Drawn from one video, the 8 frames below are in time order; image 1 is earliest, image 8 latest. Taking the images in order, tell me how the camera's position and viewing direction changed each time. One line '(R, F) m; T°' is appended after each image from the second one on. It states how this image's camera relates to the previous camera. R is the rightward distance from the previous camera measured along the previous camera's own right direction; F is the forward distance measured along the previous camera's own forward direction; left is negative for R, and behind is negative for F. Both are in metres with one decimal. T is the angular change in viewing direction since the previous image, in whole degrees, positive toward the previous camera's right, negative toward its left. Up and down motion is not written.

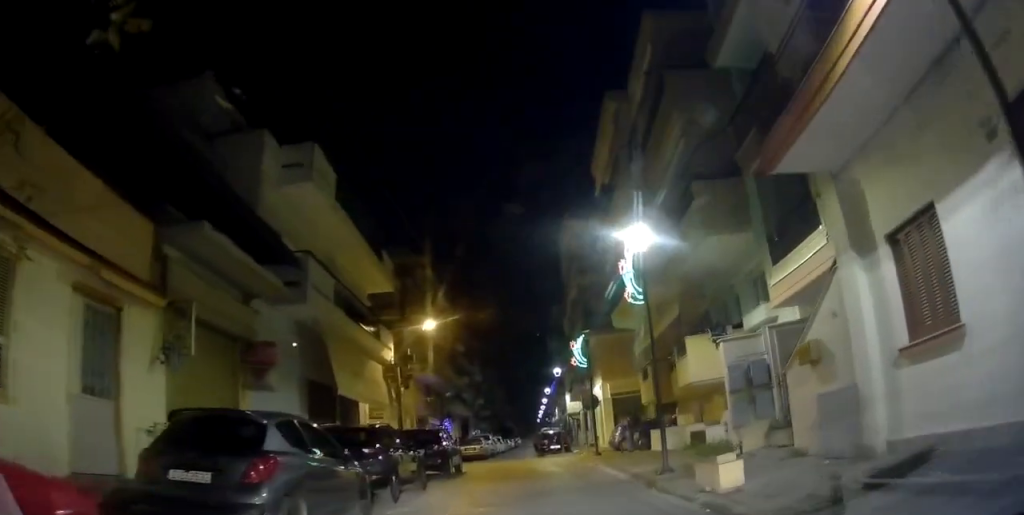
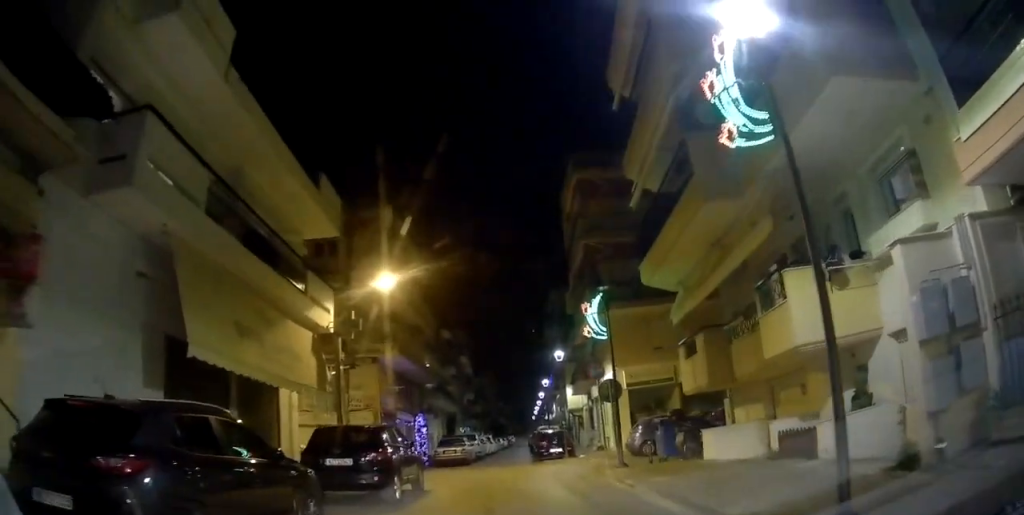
(+0.4, +6.5) m; +3°
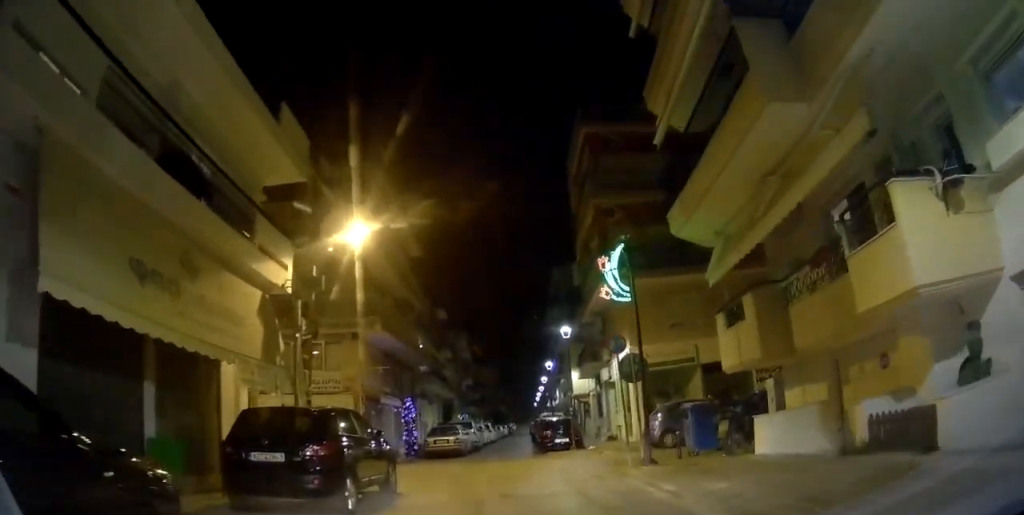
(0.0, +2.9) m; -1°
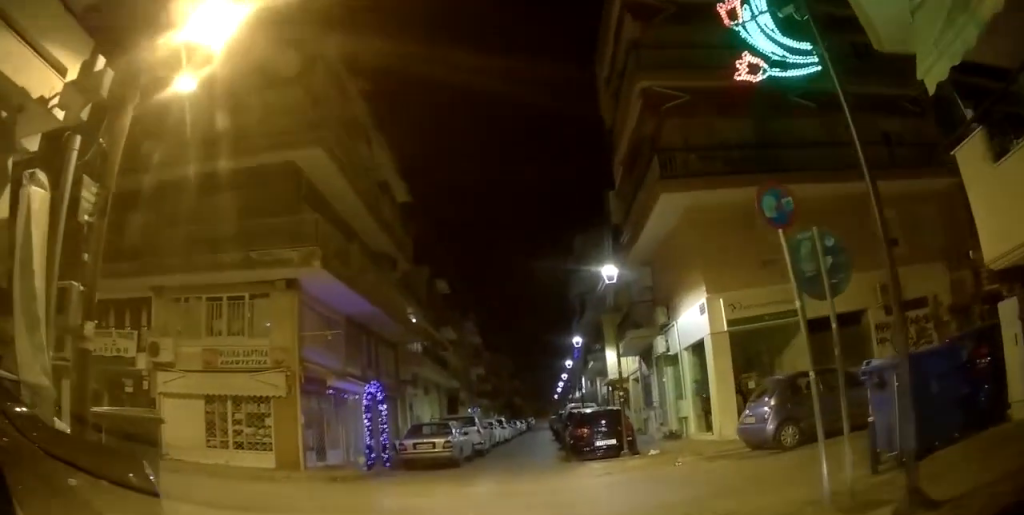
(+0.2, +7.5) m; +12°
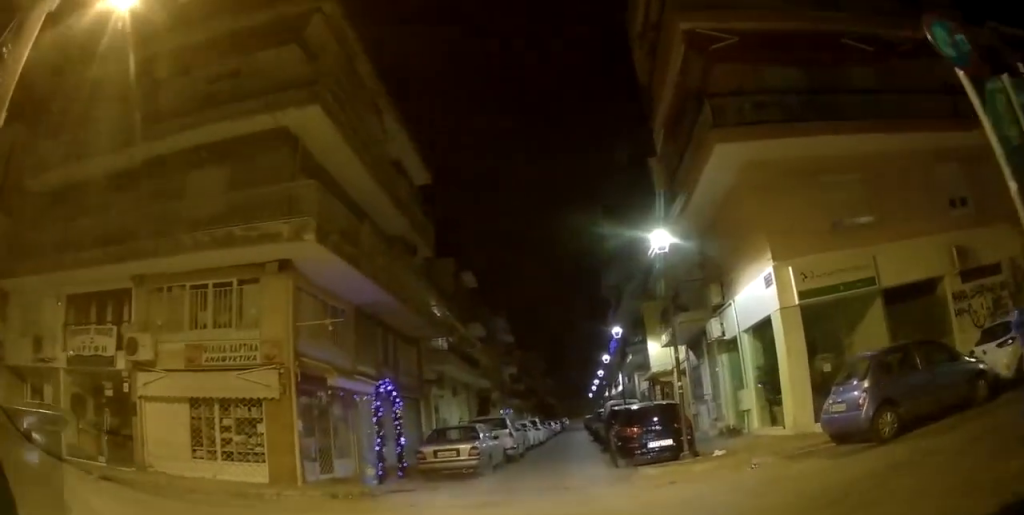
(+0.4, +2.6) m; -5°
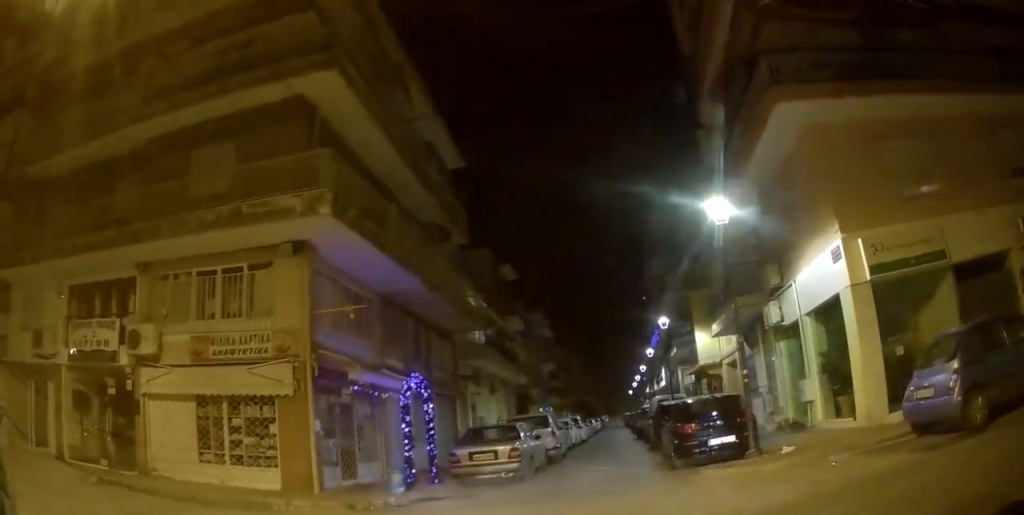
(-0.4, +1.3) m; -12°
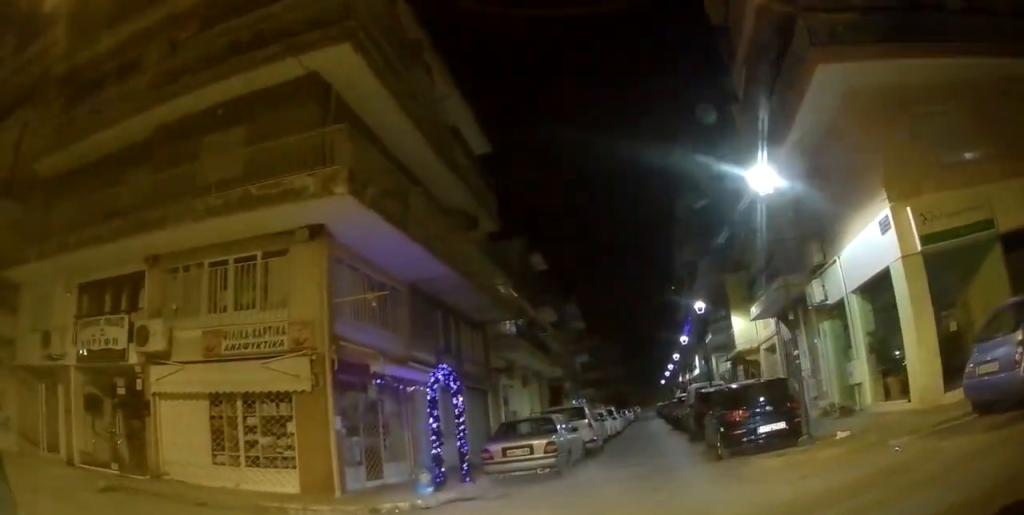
(-0.1, +0.9) m; -9°
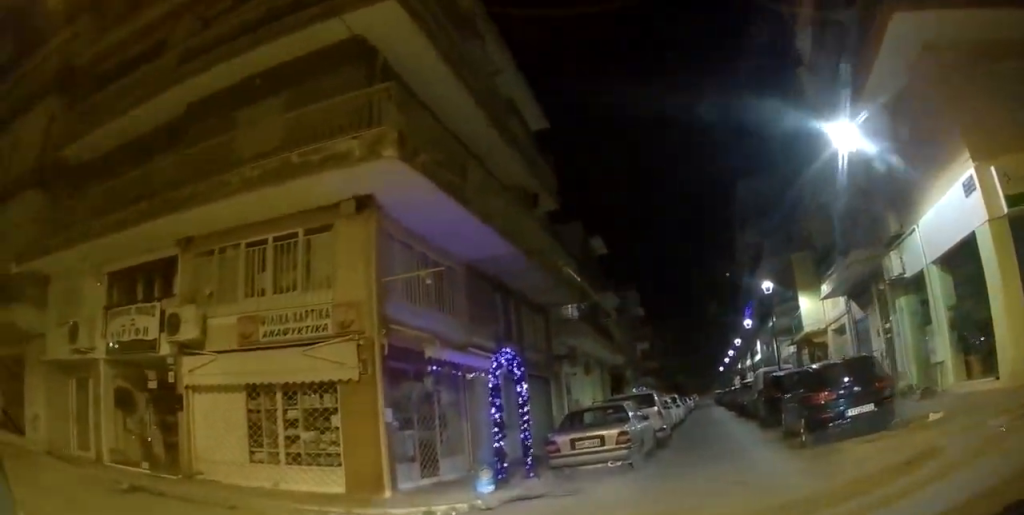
(+0.1, +1.2) m; -18°
